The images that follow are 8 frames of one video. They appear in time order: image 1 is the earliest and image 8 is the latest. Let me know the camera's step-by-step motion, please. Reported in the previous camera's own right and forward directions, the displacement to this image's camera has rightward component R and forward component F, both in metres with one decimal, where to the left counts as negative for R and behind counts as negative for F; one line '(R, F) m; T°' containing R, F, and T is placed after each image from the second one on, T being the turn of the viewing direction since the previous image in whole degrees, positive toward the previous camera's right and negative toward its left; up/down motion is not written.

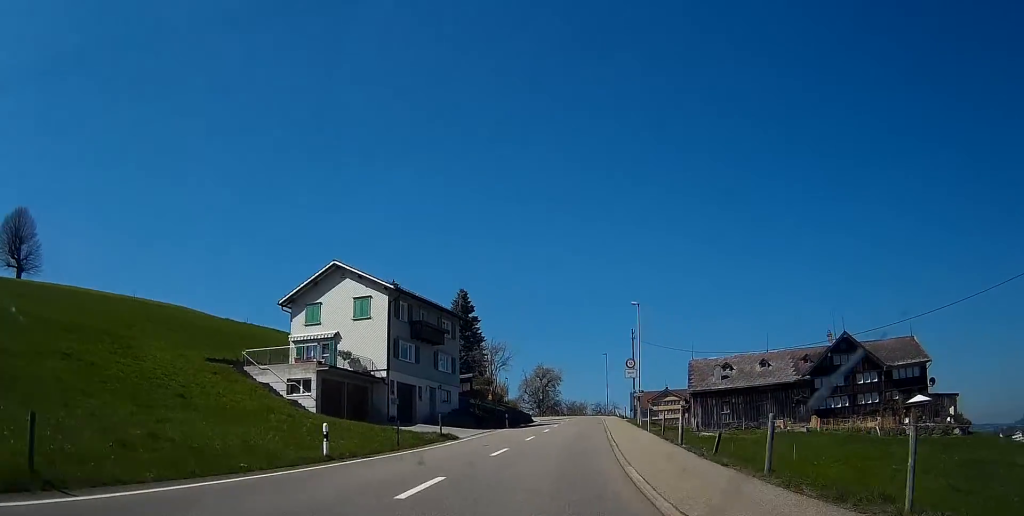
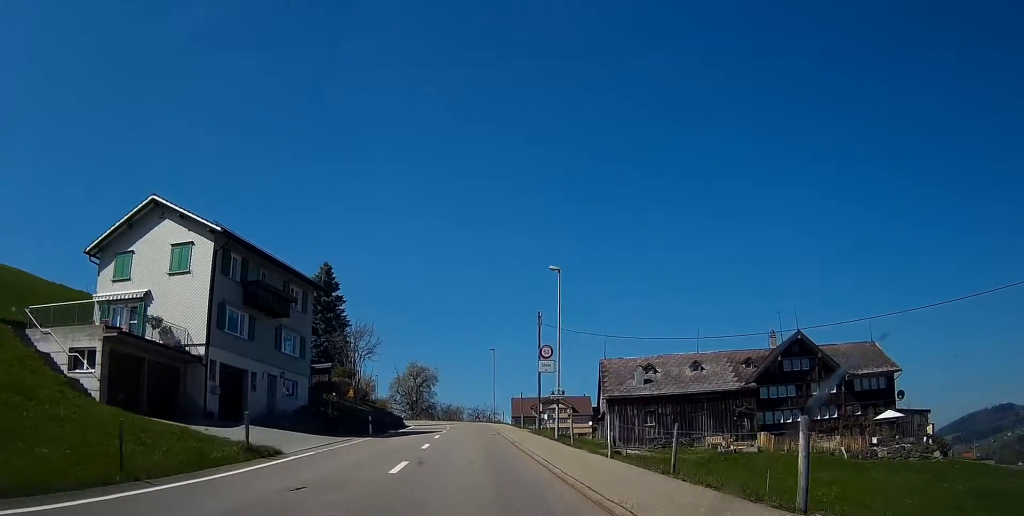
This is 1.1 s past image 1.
(+1.2, +13.6) m; +8°
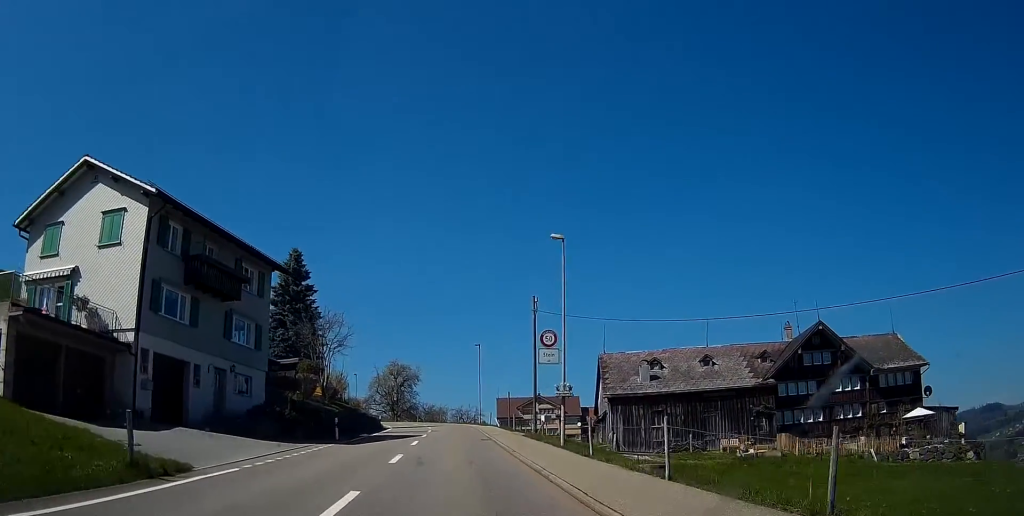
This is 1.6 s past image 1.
(+0.2, +6.3) m; +1°
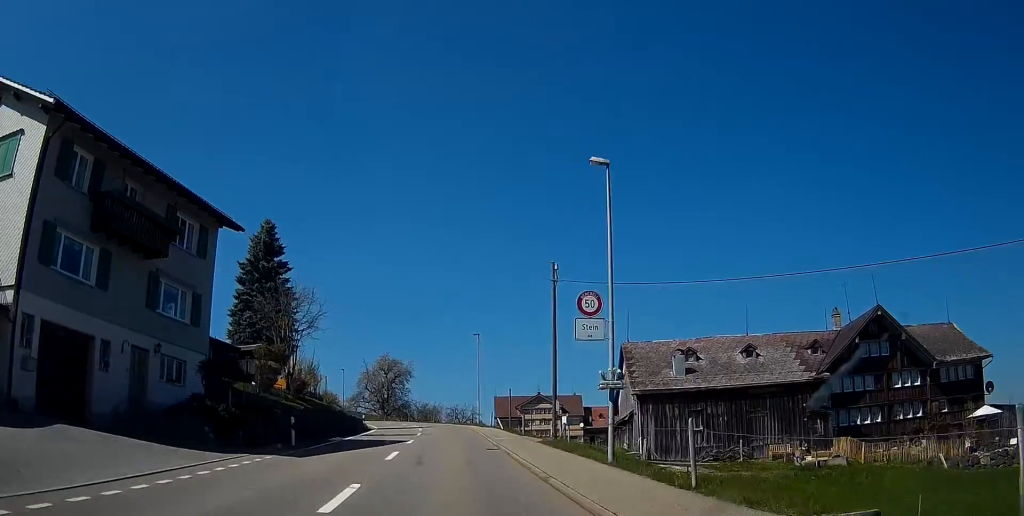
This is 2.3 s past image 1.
(+0.1, +8.4) m; +1°
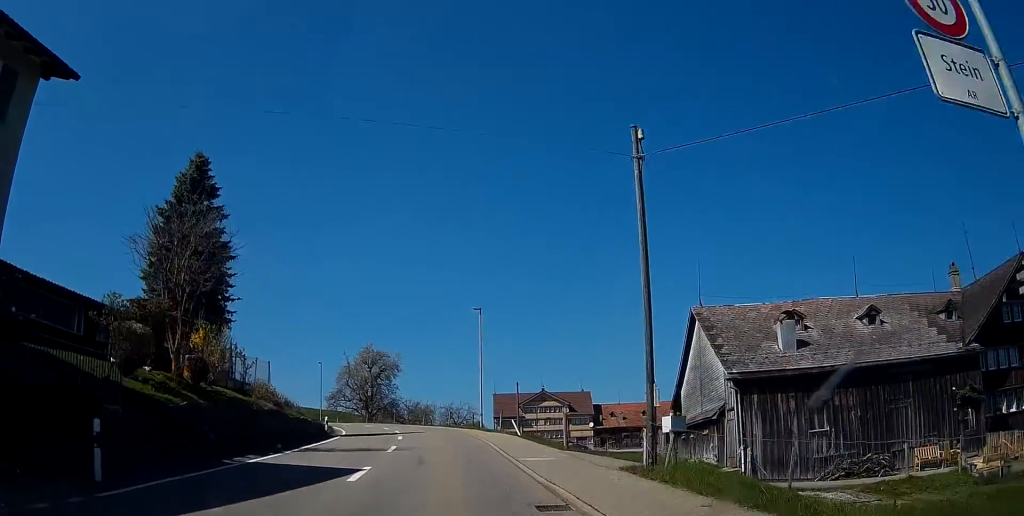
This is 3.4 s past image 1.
(0.0, +14.3) m; 0°
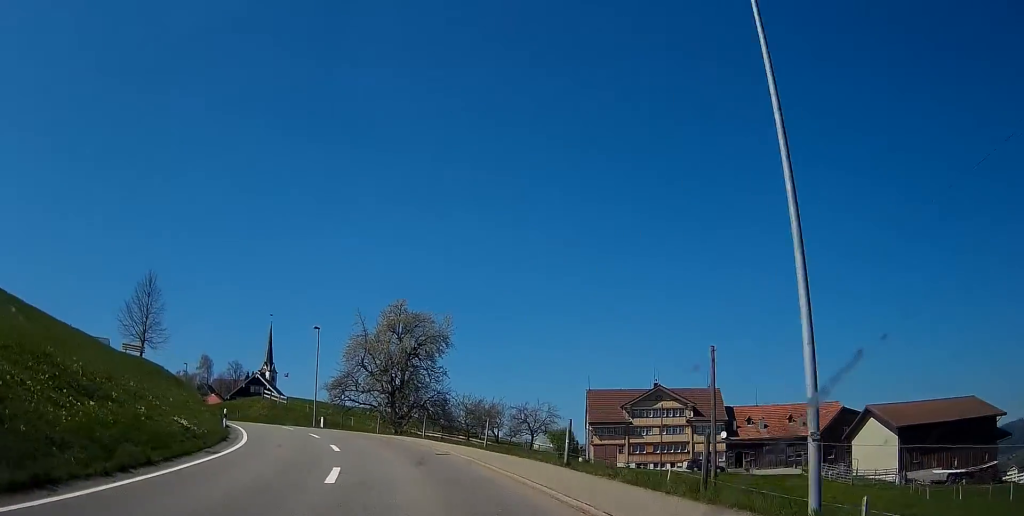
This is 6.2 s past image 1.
(-1.0, +36.3) m; -7°
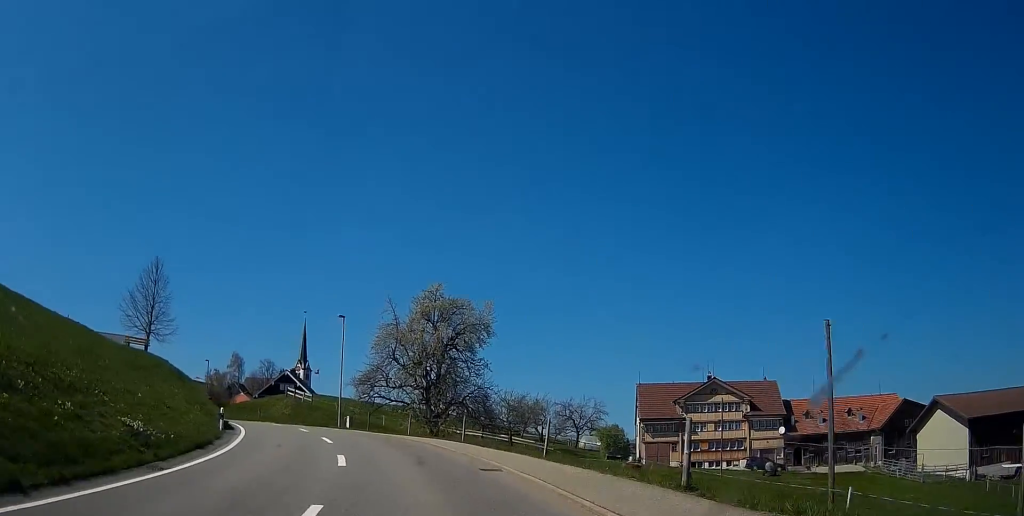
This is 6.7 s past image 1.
(-0.3, +5.9) m; -3°
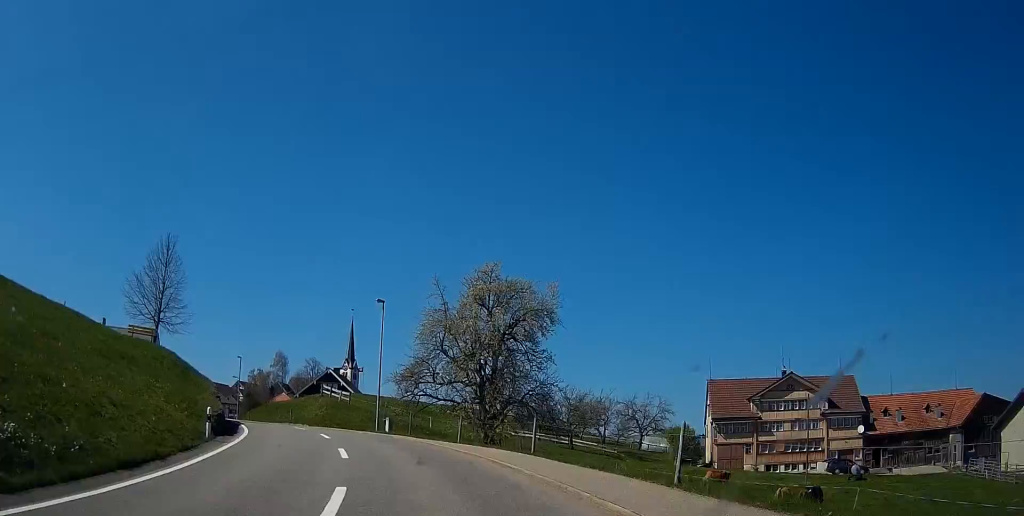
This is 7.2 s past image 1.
(-0.1, +7.2) m; -3°
